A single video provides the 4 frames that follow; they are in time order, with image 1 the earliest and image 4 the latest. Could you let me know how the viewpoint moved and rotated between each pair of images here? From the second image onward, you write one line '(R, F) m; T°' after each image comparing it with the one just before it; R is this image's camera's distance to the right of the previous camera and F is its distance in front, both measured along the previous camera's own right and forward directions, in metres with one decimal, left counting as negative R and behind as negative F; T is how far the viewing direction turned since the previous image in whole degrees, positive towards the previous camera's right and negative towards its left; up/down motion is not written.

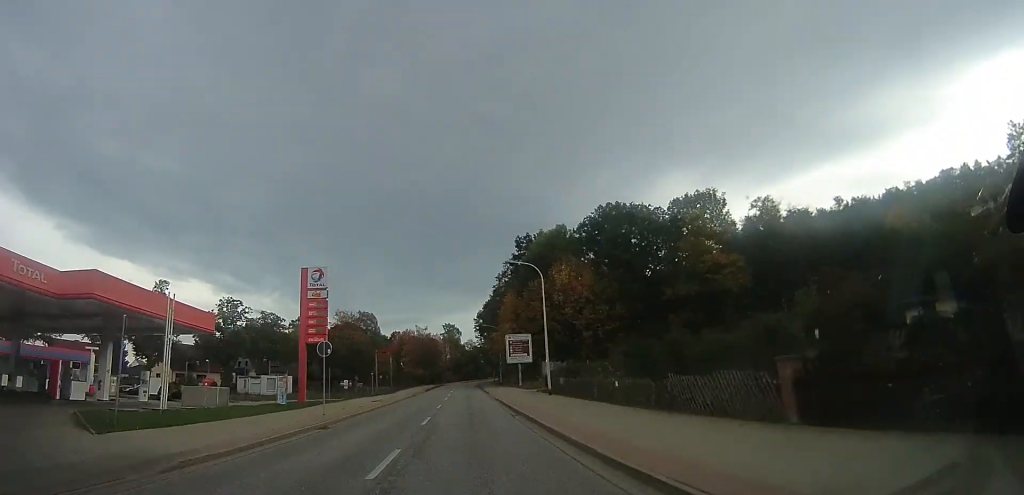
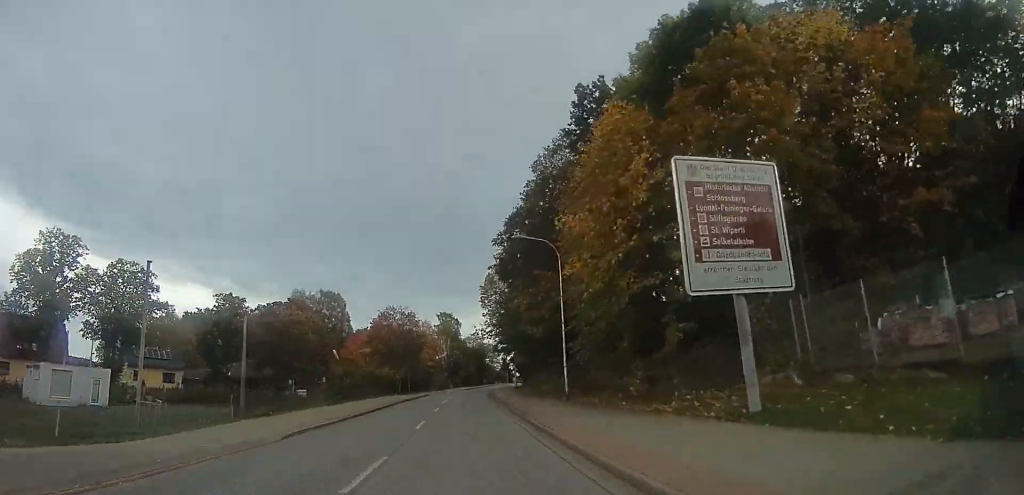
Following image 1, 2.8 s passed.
(+2.0, +45.6) m; +1°
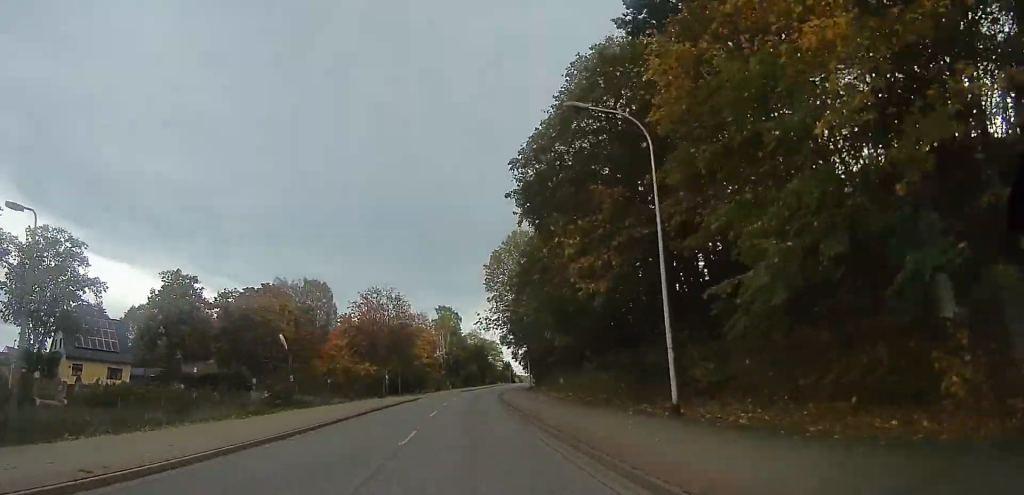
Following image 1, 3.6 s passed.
(-0.2, +13.0) m; 0°
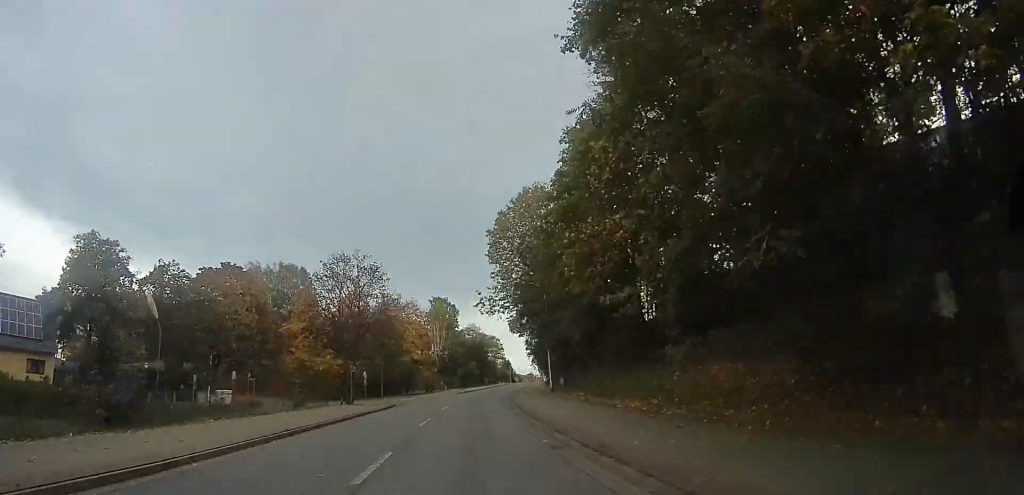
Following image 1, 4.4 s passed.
(-0.1, +13.5) m; +1°
